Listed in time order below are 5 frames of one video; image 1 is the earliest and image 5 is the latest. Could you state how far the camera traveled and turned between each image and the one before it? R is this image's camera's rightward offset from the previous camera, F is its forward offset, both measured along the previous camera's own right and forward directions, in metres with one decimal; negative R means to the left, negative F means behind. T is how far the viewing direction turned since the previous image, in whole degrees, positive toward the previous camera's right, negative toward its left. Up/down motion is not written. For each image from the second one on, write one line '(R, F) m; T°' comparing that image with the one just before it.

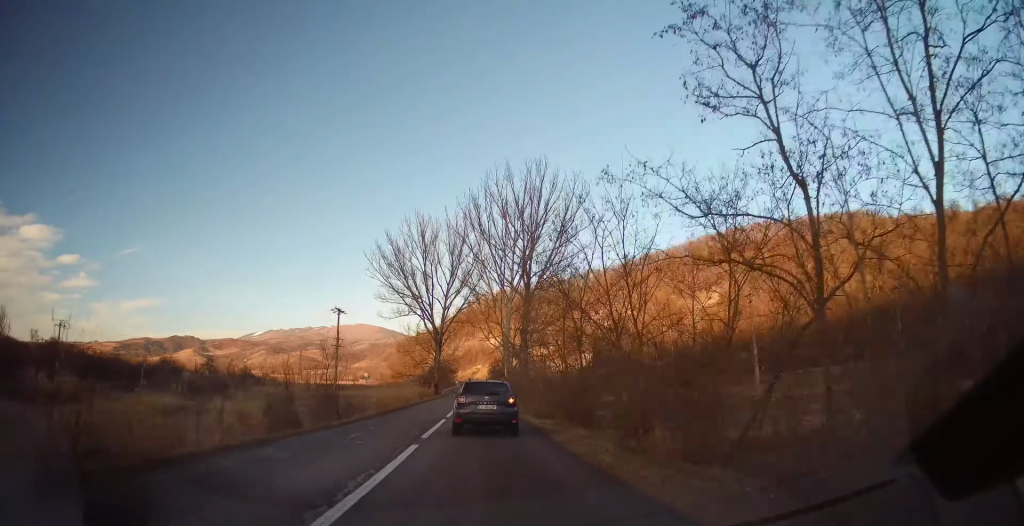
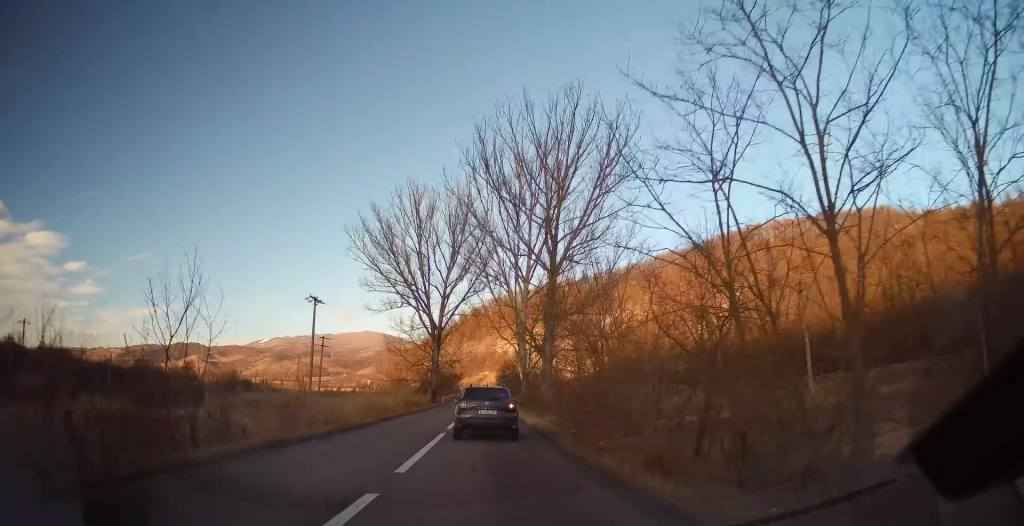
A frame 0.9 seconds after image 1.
(0.0, +16.5) m; +1°
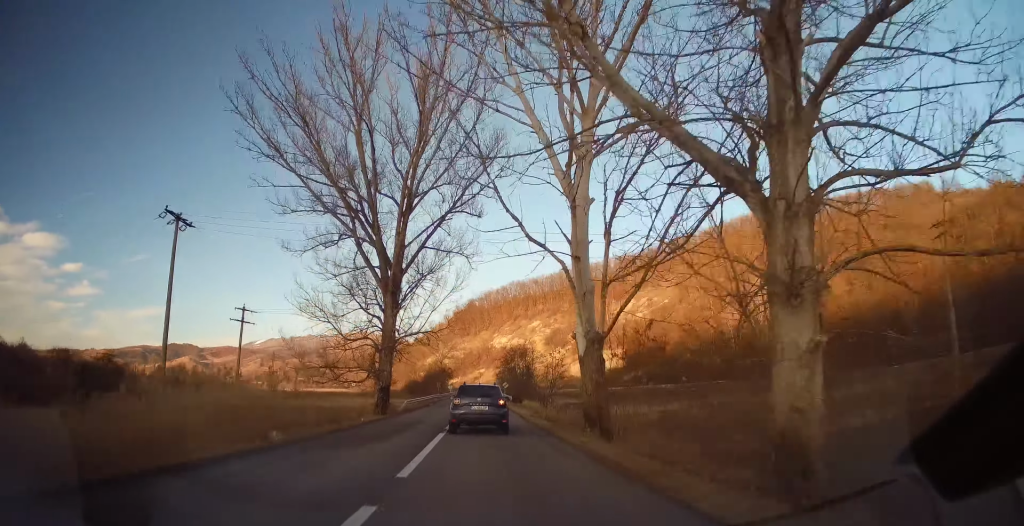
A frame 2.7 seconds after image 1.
(0.0, +35.1) m; 0°
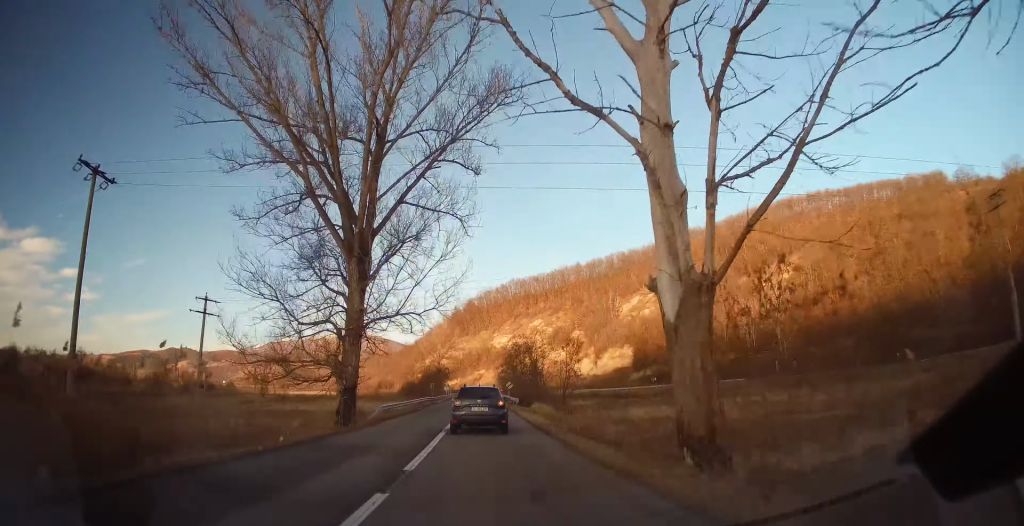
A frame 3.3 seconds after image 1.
(+0.2, +10.5) m; +1°
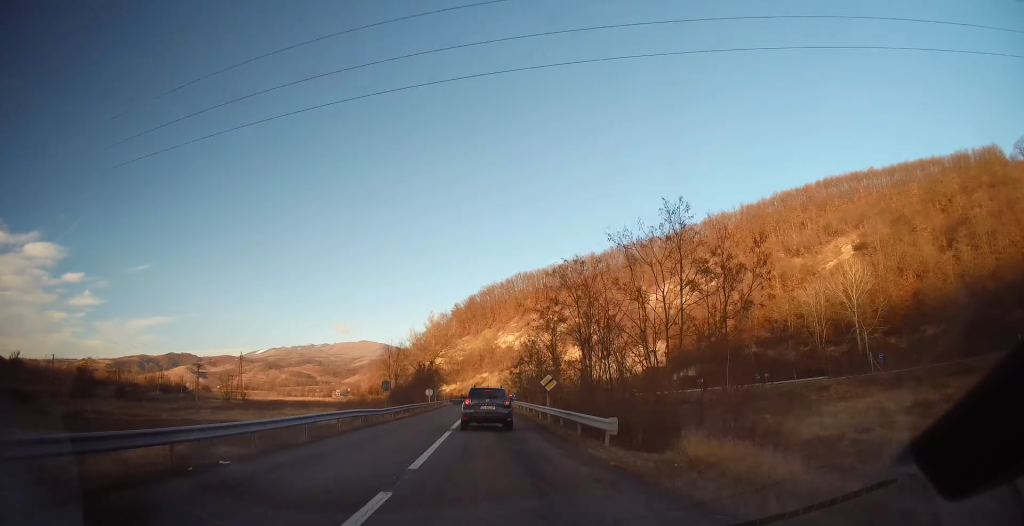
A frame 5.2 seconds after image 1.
(-0.1, +35.0) m; -1°
